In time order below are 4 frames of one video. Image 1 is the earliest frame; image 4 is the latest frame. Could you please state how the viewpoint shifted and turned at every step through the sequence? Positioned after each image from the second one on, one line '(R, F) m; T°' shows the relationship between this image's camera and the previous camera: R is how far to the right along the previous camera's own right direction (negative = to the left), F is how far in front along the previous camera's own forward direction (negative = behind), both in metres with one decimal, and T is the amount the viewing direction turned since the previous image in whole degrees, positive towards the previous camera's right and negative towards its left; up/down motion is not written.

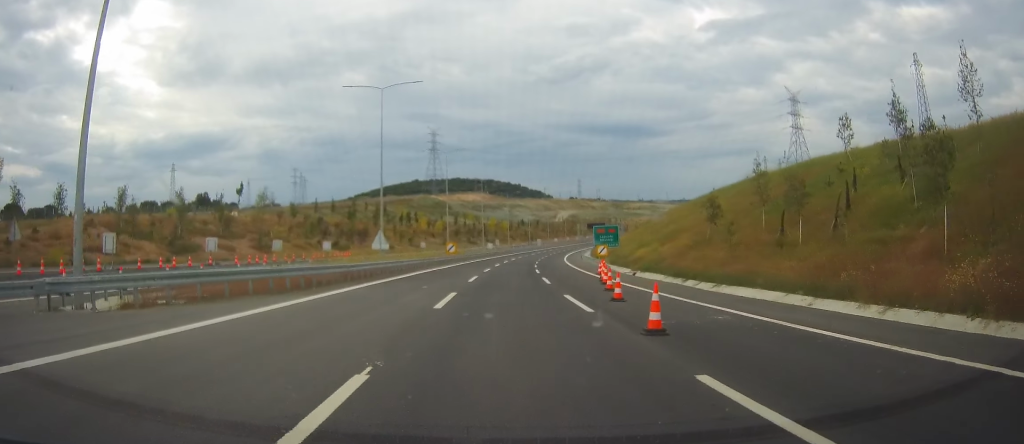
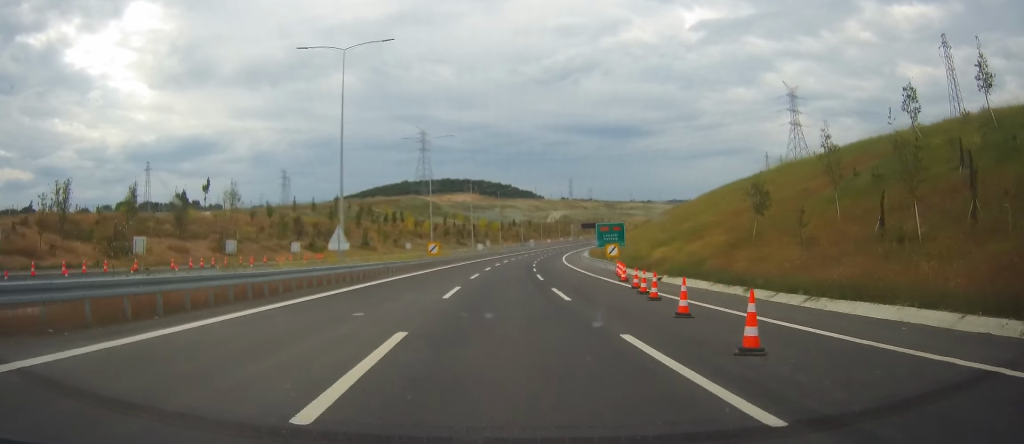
(+0.1, +11.5) m; +1°
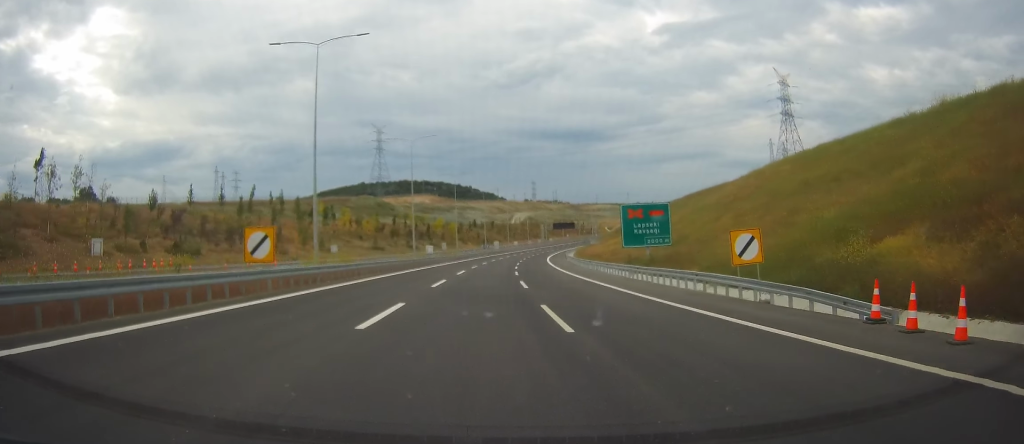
(+1.4, +40.7) m; +3°
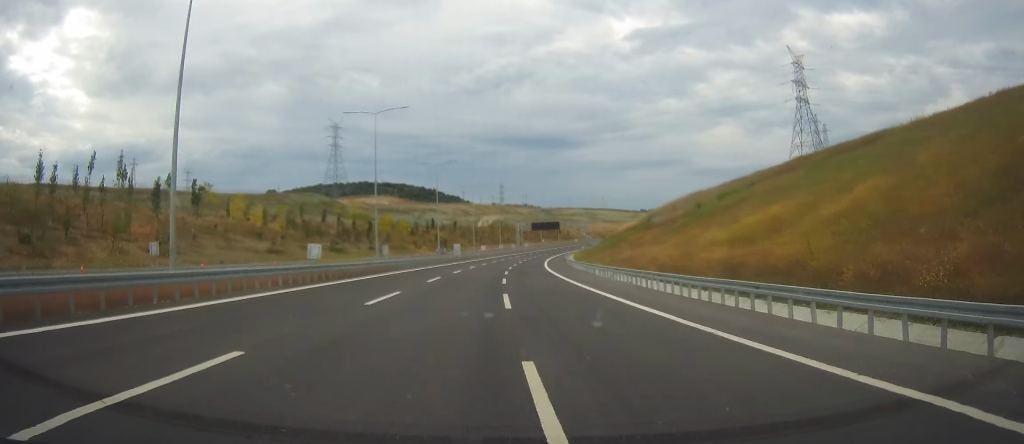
(+1.5, +56.3) m; +4°
